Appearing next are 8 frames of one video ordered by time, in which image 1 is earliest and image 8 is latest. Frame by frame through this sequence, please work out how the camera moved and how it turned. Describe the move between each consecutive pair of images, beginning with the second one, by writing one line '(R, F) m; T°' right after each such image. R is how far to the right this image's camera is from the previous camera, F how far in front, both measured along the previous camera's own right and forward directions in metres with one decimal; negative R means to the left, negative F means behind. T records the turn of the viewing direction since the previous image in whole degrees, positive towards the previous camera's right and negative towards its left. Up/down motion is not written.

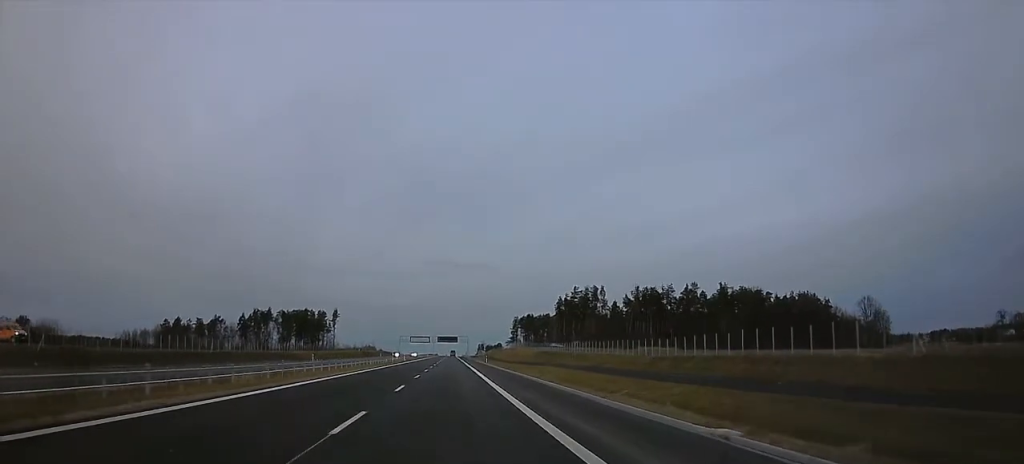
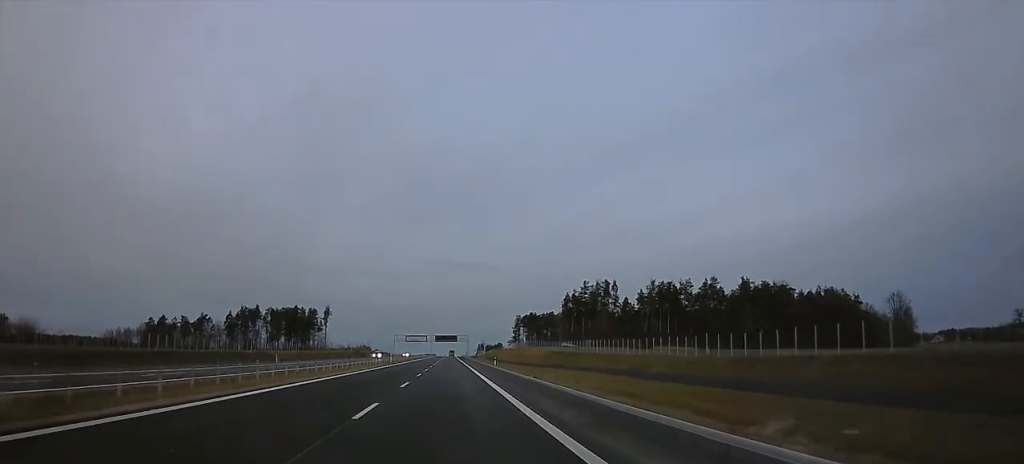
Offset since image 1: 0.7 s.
(0.0, +21.6) m; +1°
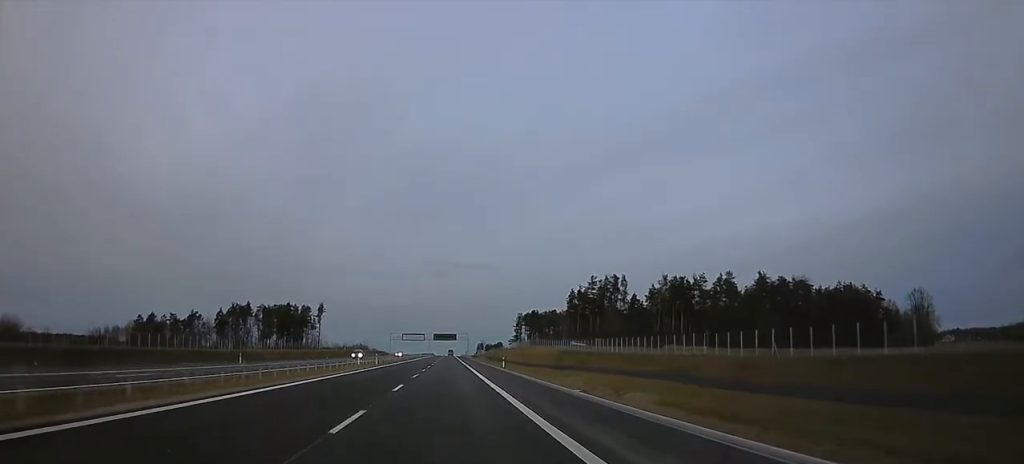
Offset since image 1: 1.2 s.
(-0.2, +14.4) m; +1°
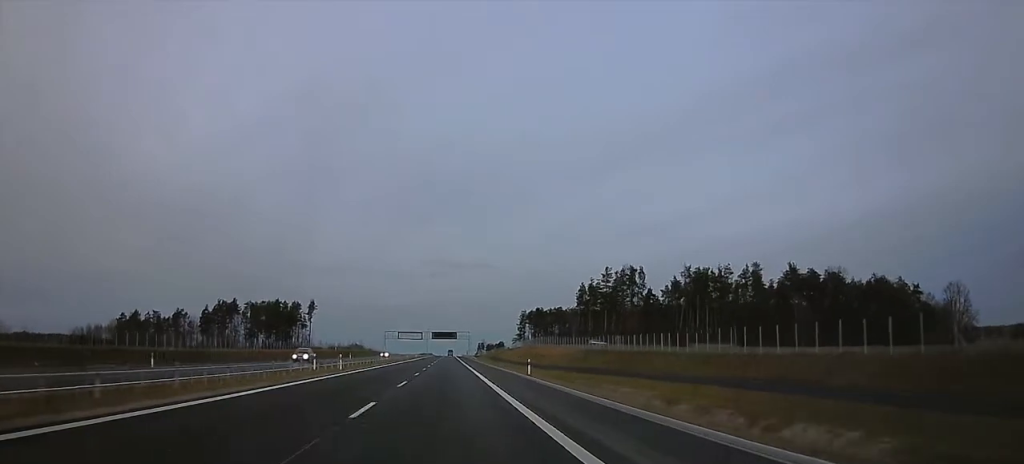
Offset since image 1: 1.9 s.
(+0.7, +21.6) m; 0°
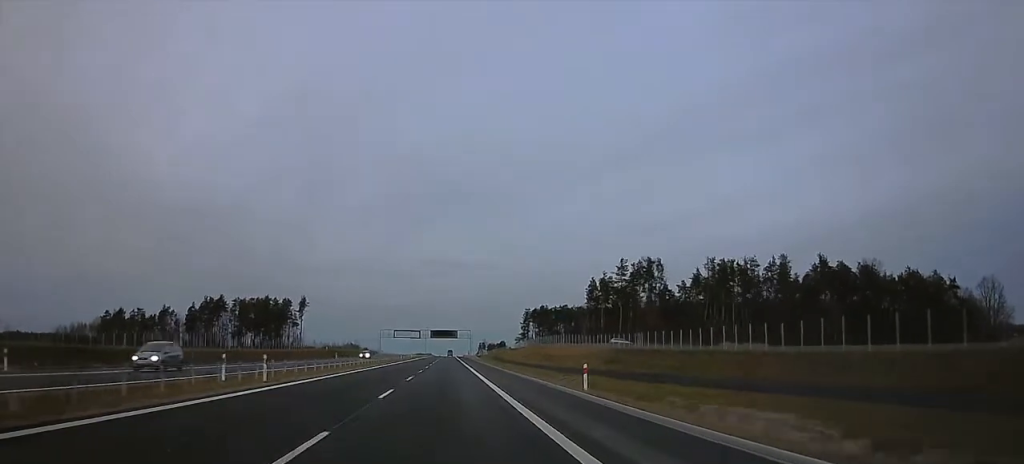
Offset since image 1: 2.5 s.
(0.0, +18.5) m; -1°
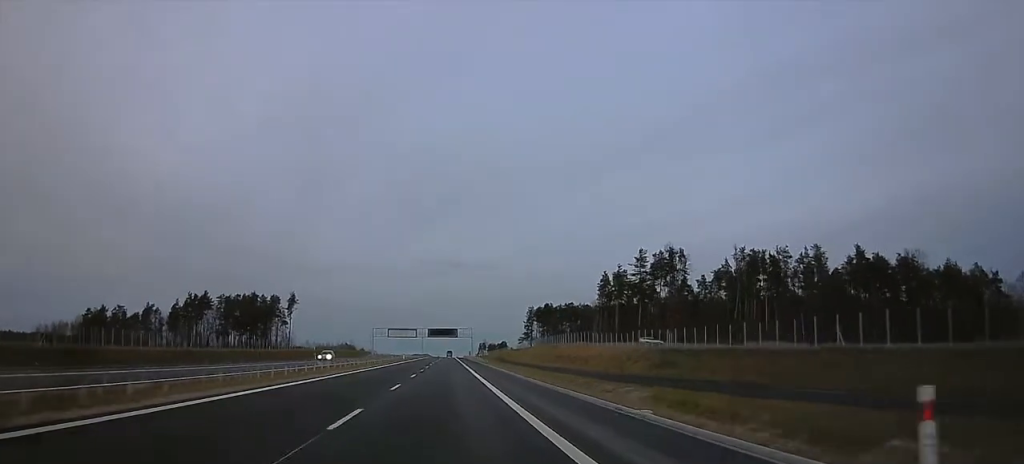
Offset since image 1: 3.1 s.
(-0.4, +19.6) m; -1°
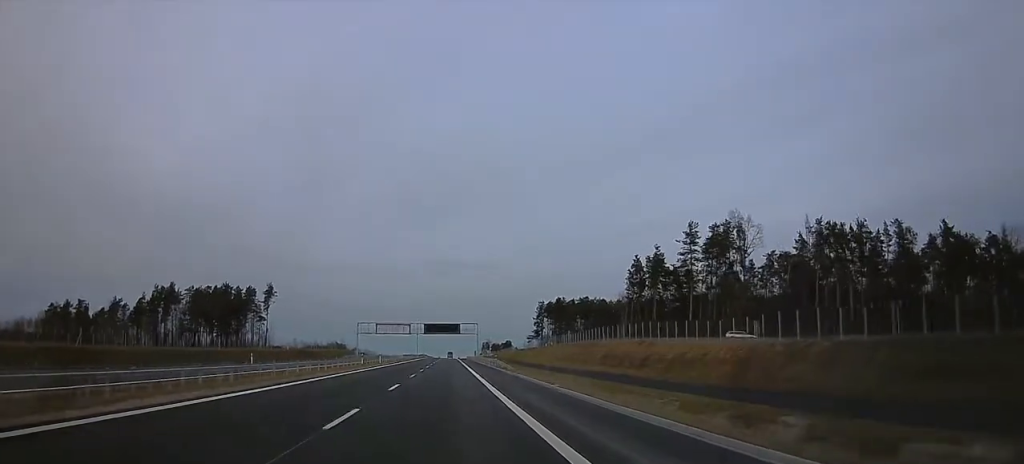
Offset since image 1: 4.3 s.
(-0.1, +36.0) m; 0°
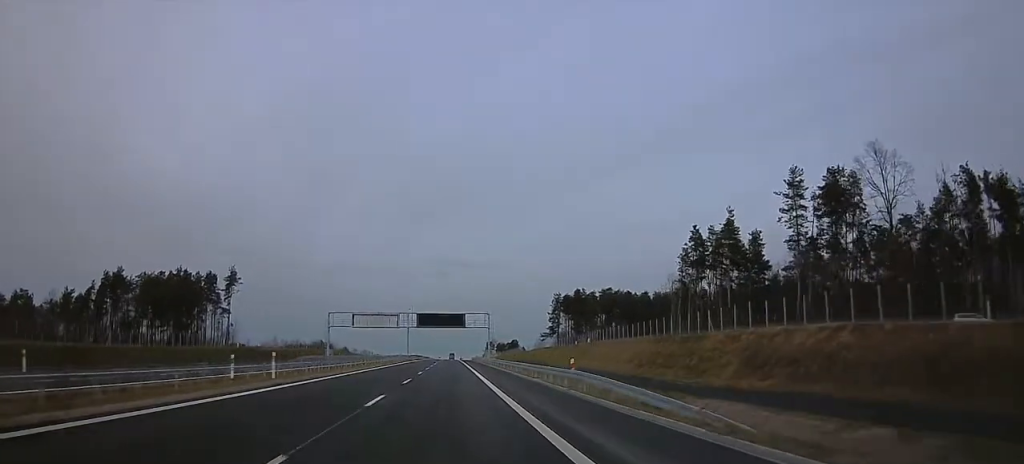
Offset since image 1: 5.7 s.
(0.0, +43.4) m; 0°
